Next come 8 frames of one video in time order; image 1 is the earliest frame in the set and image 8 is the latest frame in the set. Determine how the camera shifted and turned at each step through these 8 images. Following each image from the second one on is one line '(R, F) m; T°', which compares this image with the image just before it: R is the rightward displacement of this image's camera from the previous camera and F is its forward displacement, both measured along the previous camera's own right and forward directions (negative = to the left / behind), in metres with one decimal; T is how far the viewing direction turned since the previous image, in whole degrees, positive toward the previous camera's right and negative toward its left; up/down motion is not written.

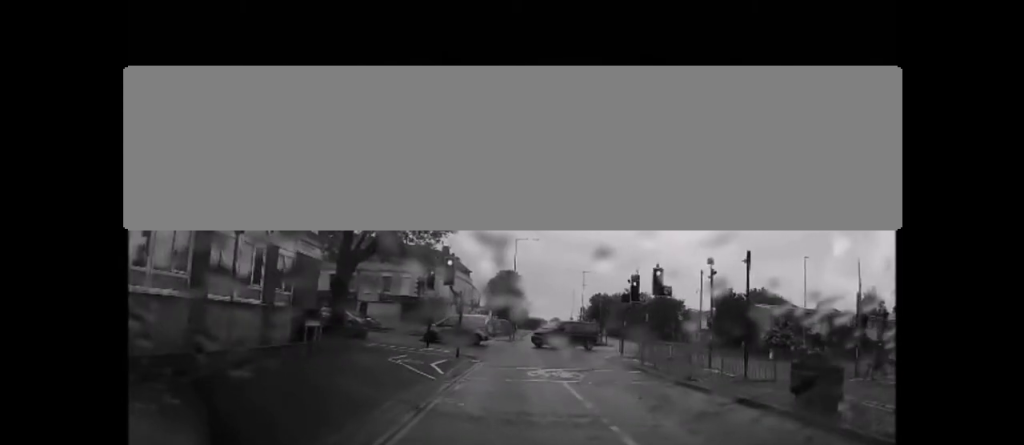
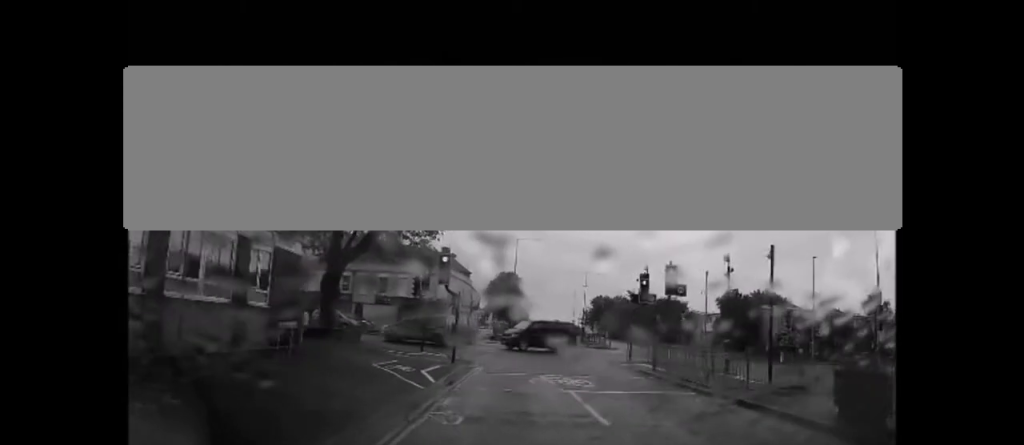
(0.0, +1.6) m; 0°
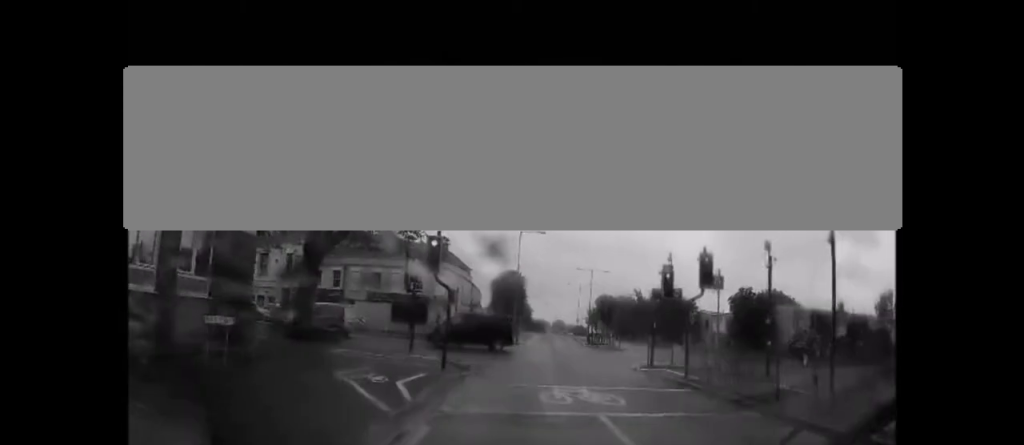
(0.0, +3.5) m; 0°
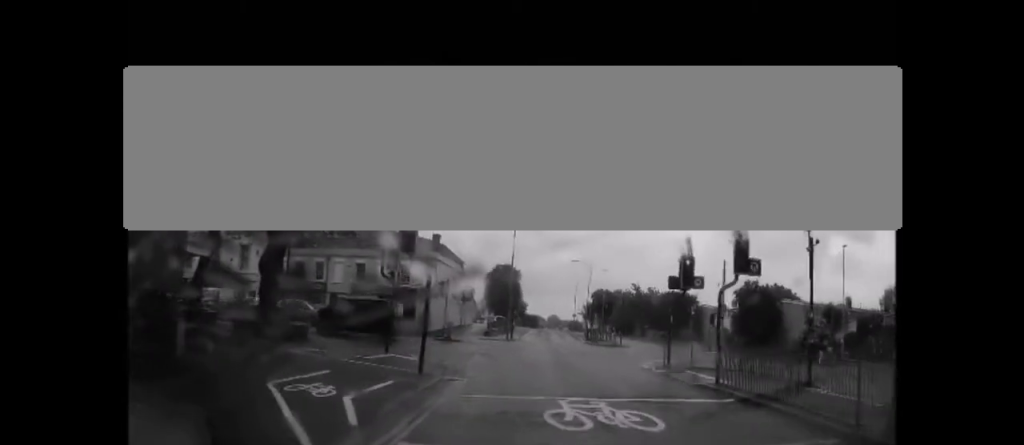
(0.0, +3.5) m; 0°
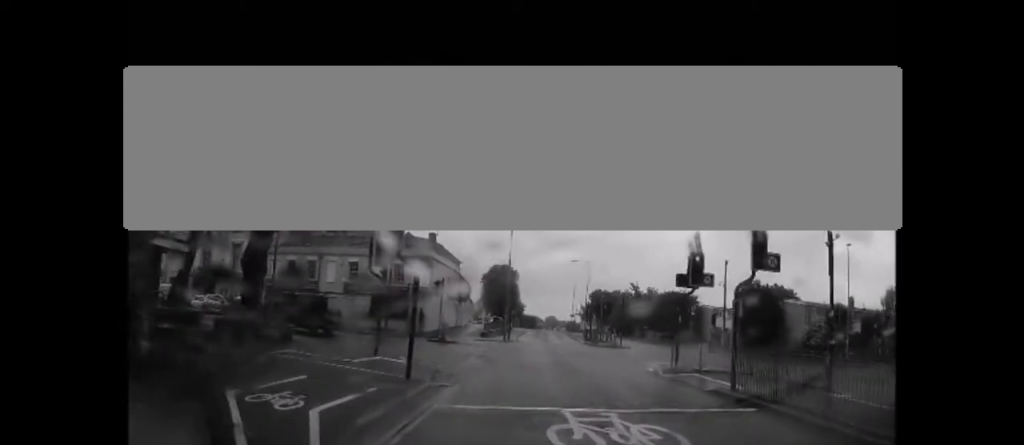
(0.0, +1.6) m; 0°
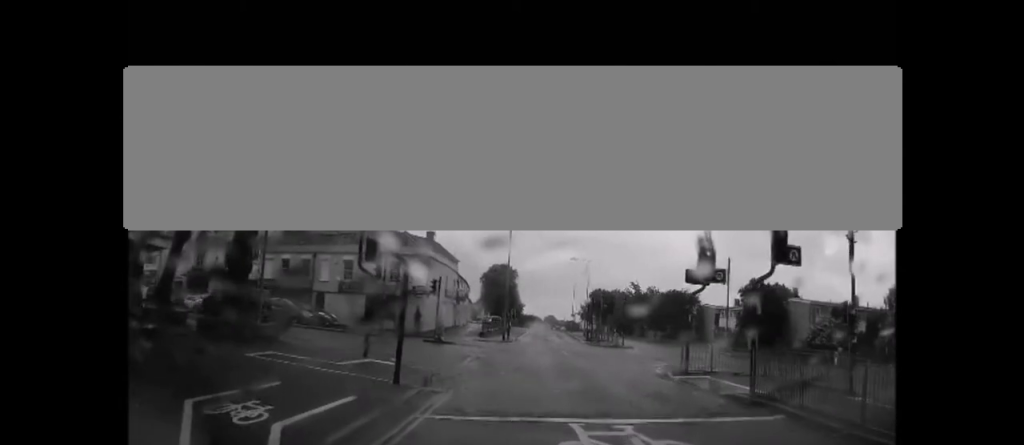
(0.0, +1.9) m; 0°
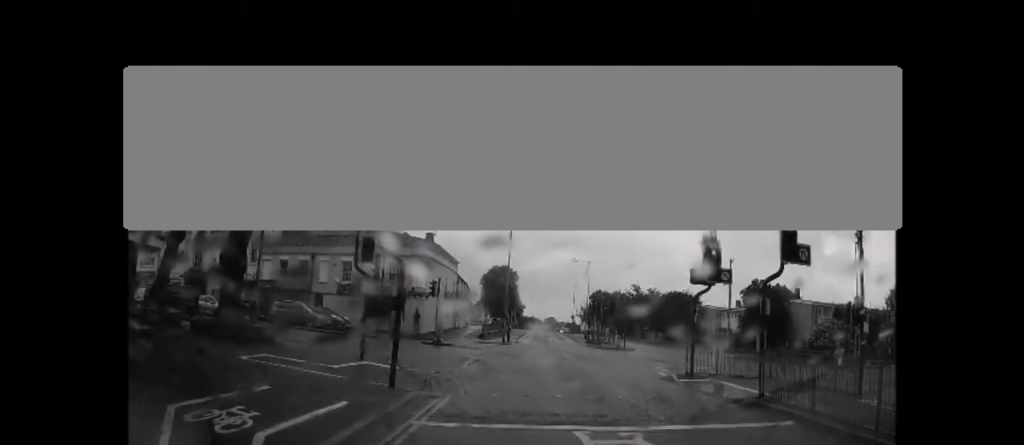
(0.0, +2.2) m; 0°
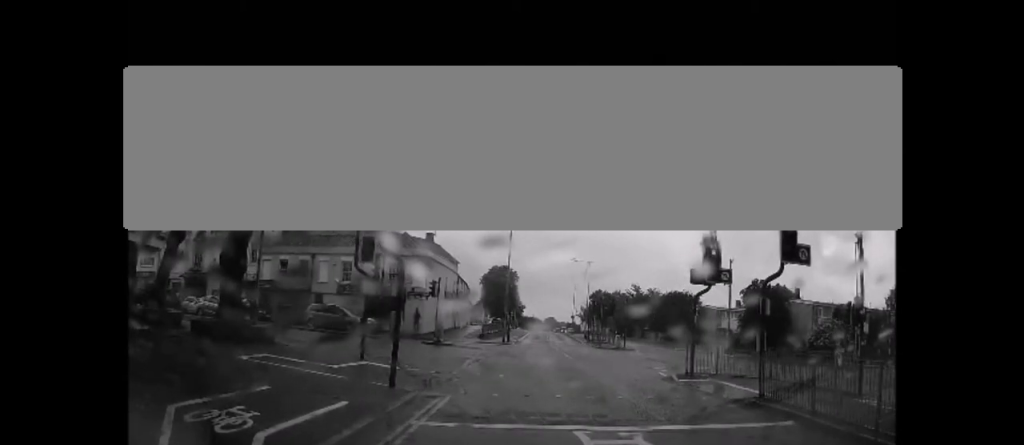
(0.0, +1.2) m; 0°
